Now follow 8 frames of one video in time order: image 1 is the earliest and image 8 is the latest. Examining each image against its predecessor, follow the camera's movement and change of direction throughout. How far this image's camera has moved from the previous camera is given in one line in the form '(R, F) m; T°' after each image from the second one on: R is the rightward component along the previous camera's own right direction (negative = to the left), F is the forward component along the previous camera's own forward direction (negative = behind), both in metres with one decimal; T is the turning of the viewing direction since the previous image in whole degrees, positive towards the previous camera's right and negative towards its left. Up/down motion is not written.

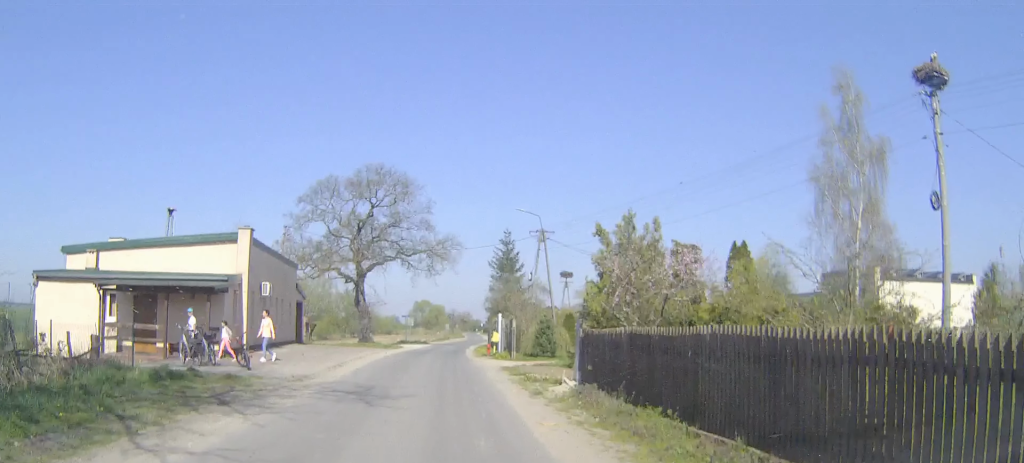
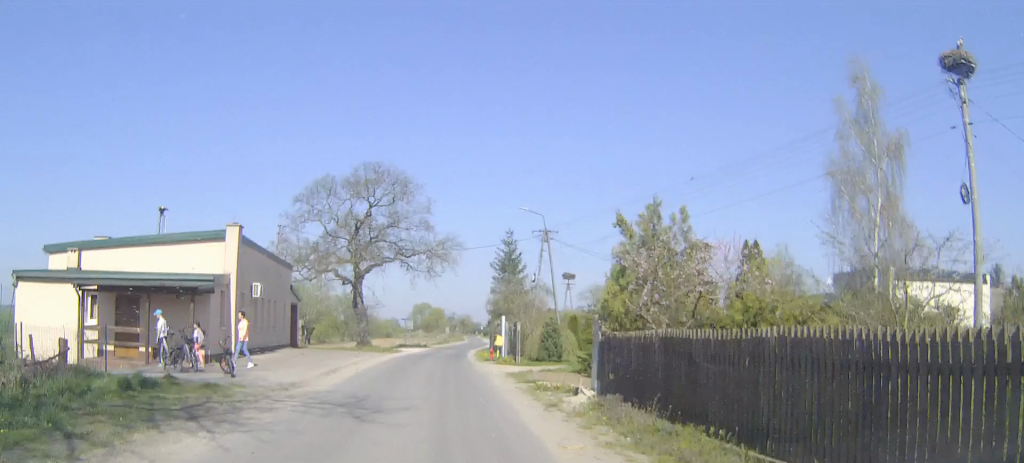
(0.0, +1.7) m; 0°
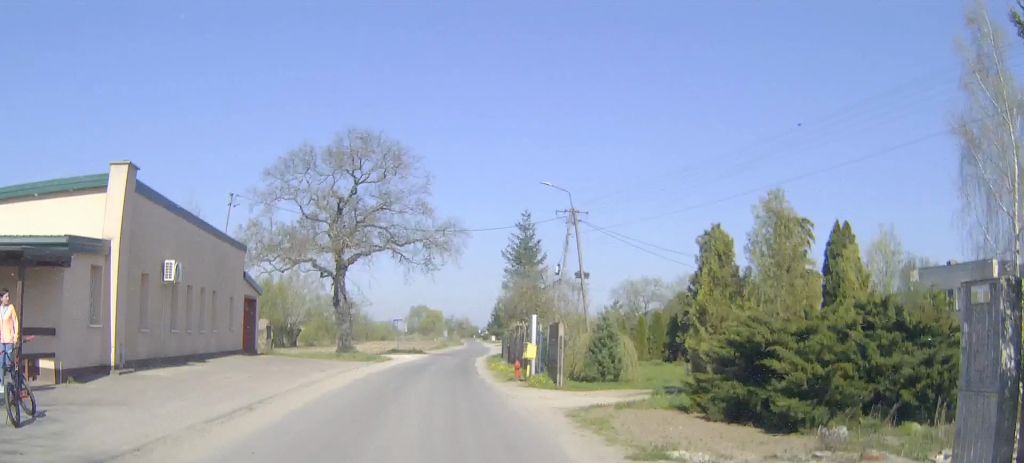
(+0.1, +10.2) m; +1°
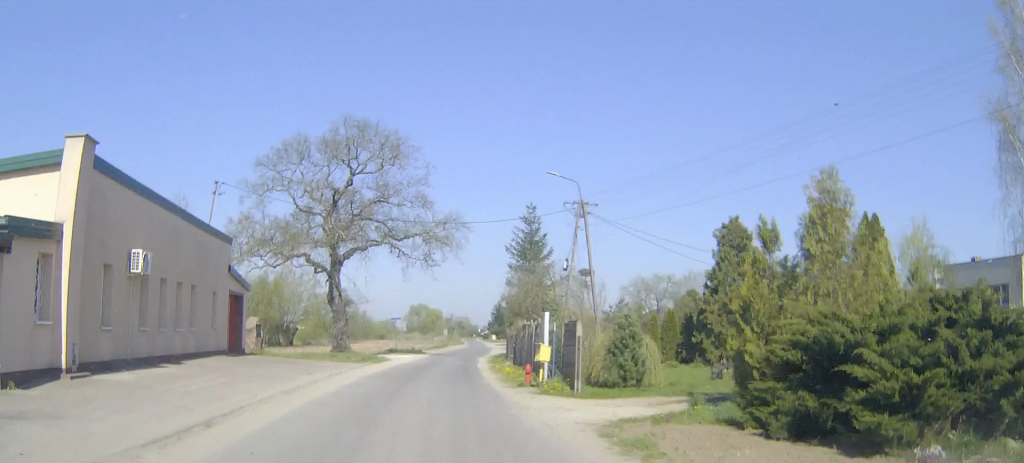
(0.0, +2.5) m; 0°
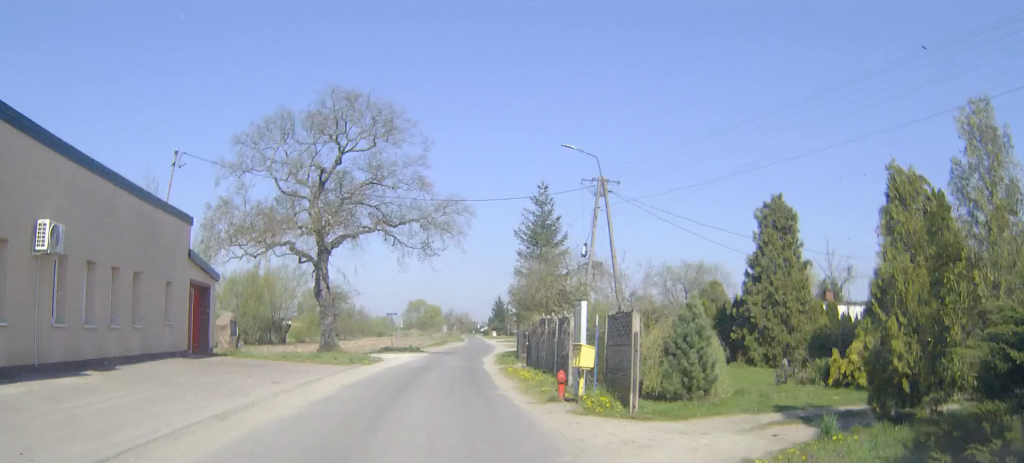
(0.0, +4.9) m; 0°
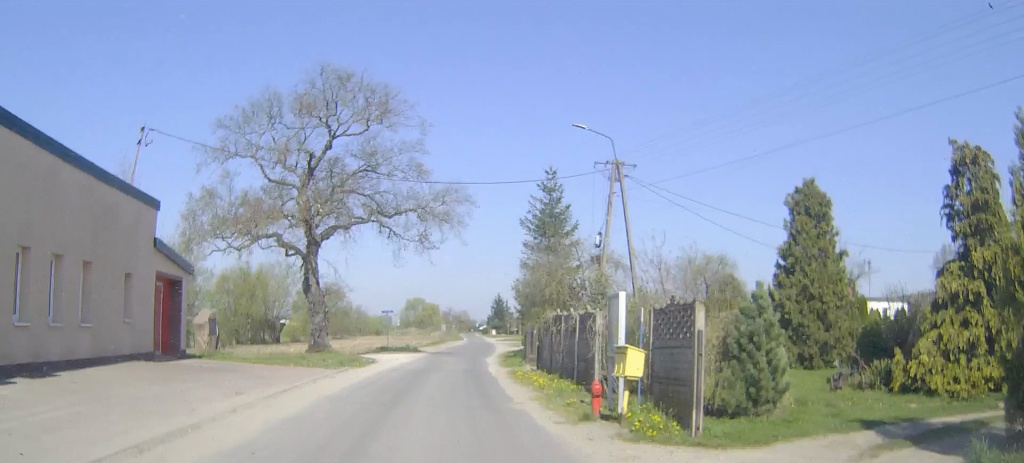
(0.0, +3.2) m; 0°
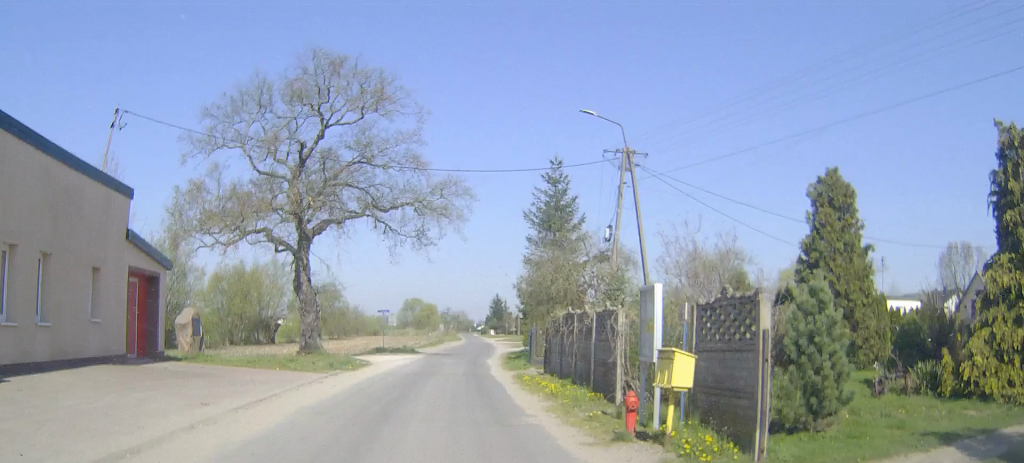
(0.0, +2.1) m; 0°
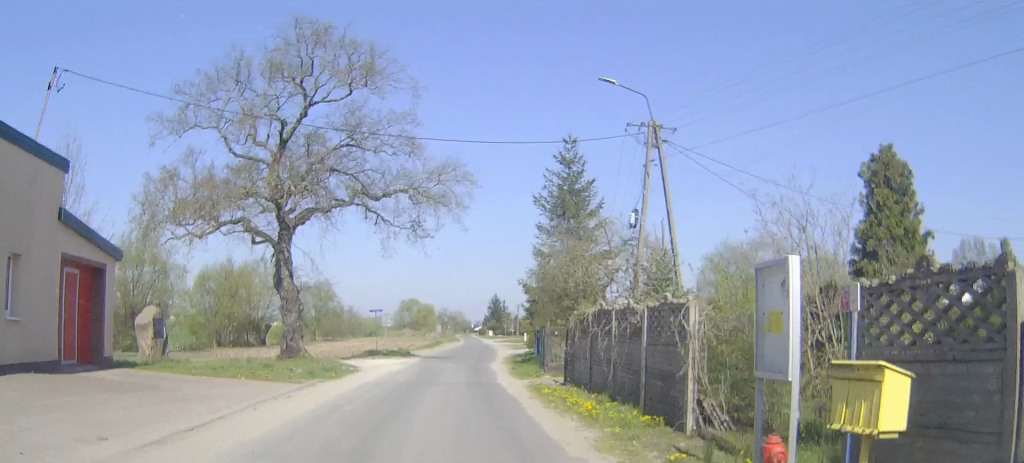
(0.0, +4.1) m; 0°
